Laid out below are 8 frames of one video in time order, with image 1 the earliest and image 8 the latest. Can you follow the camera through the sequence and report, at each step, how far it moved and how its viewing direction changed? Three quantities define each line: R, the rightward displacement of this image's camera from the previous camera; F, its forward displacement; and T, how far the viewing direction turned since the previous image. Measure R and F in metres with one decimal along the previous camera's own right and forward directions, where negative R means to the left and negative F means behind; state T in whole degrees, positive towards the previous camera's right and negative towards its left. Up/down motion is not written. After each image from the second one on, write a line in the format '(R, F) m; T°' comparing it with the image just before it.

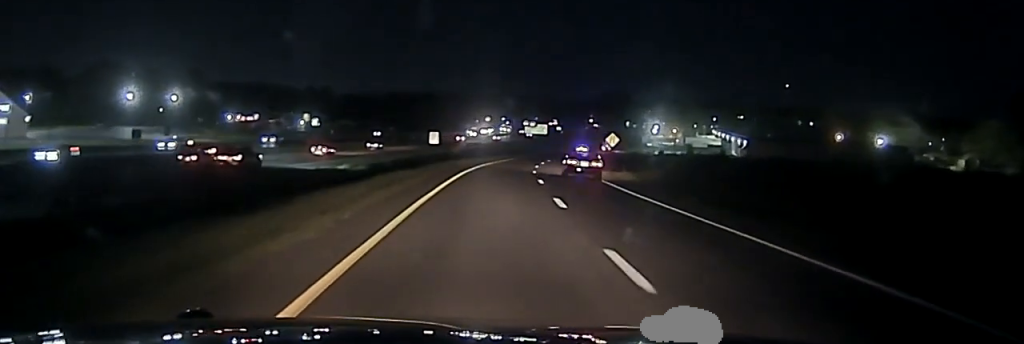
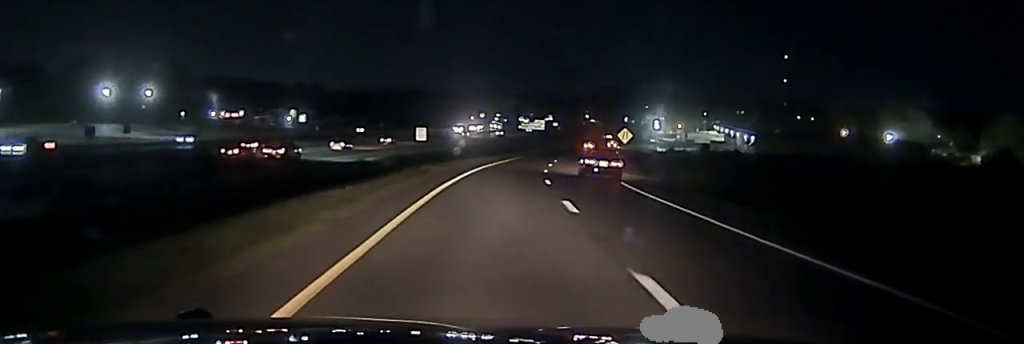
(+0.1, +14.8) m; +1°
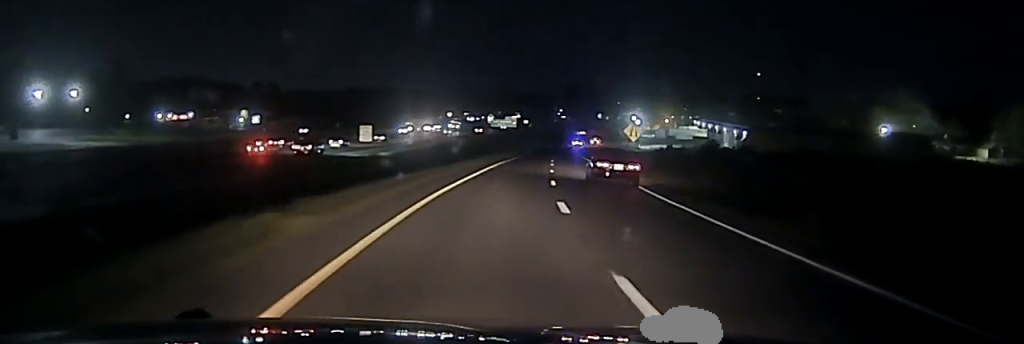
(+0.4, +22.9) m; +2°
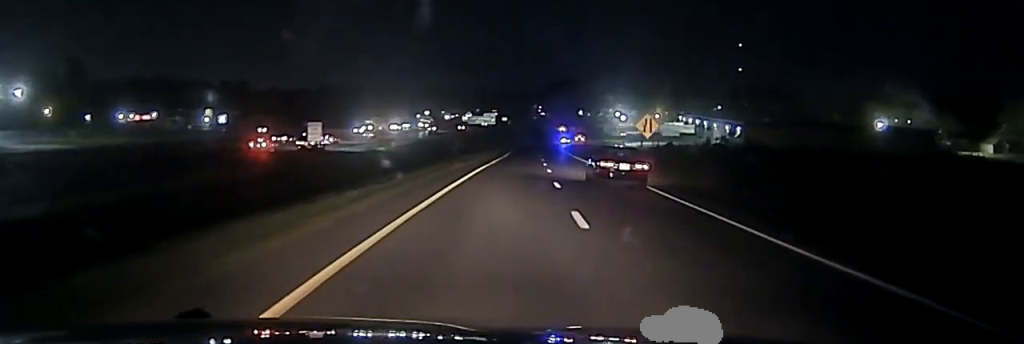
(+0.1, +14.1) m; +1°
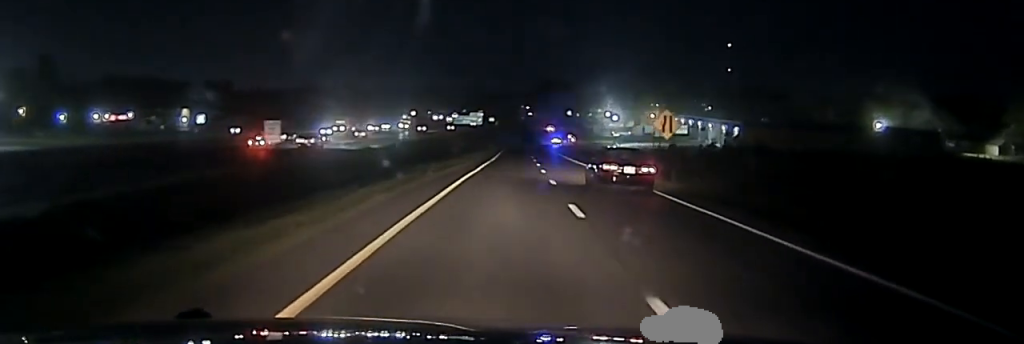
(+0.1, +9.2) m; +1°
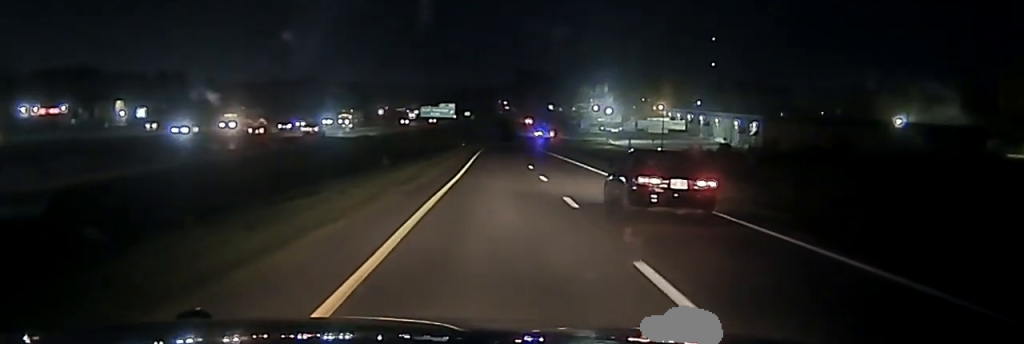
(+0.5, +35.8) m; +1°
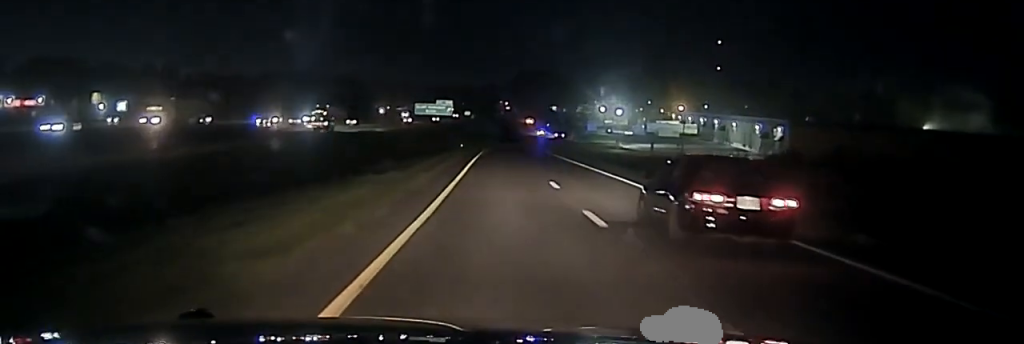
(0.0, +18.4) m; 0°
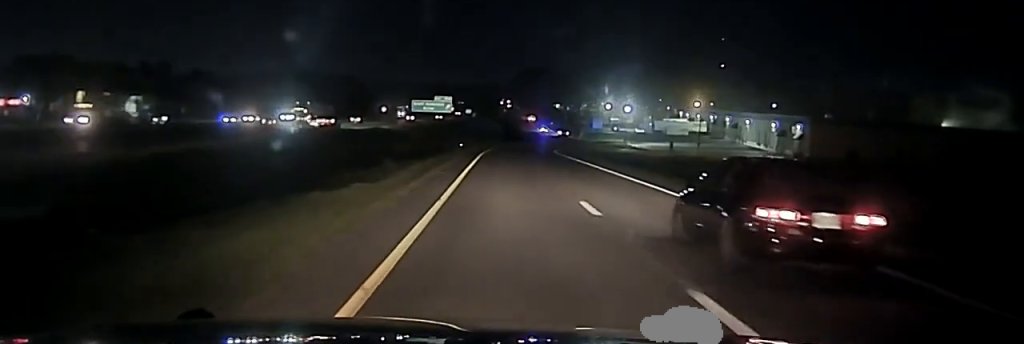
(0.0, +11.7) m; 0°
